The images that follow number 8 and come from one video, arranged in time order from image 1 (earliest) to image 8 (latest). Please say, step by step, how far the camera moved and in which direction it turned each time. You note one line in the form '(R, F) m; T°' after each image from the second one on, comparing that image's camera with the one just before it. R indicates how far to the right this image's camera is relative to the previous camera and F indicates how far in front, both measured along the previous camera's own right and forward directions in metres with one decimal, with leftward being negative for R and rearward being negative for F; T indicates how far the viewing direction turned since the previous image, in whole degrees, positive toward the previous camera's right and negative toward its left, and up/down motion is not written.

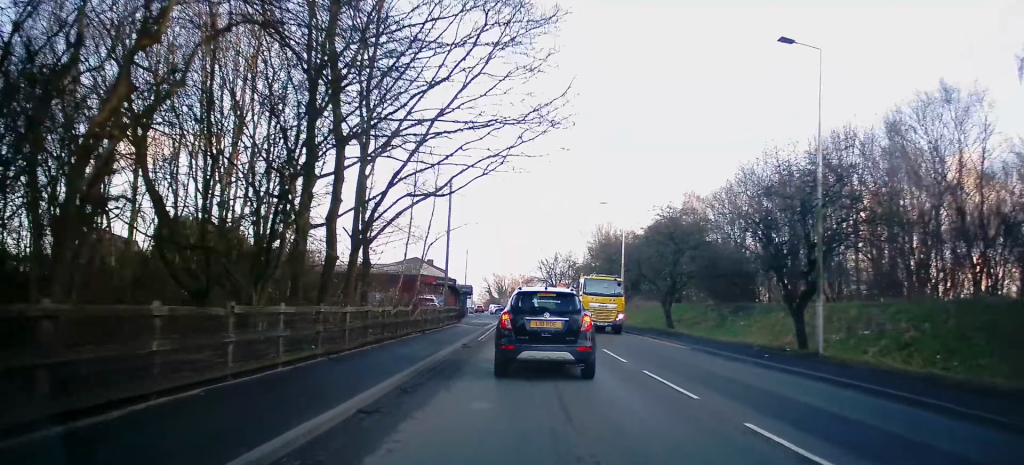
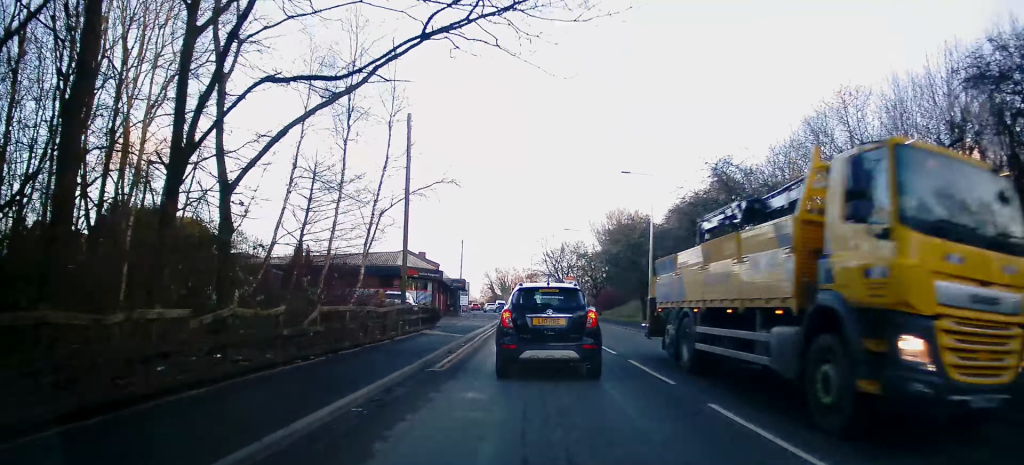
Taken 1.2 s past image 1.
(+0.4, +10.9) m; -1°
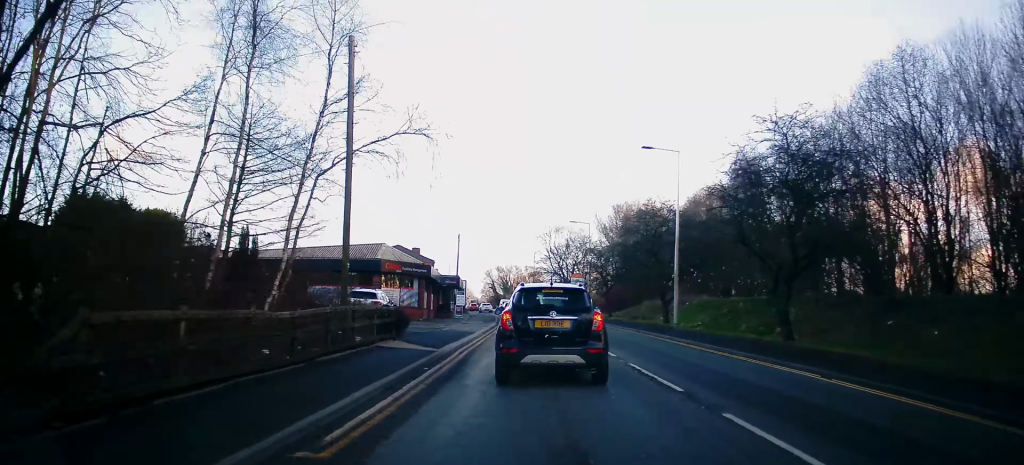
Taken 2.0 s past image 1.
(-0.2, +6.6) m; -3°
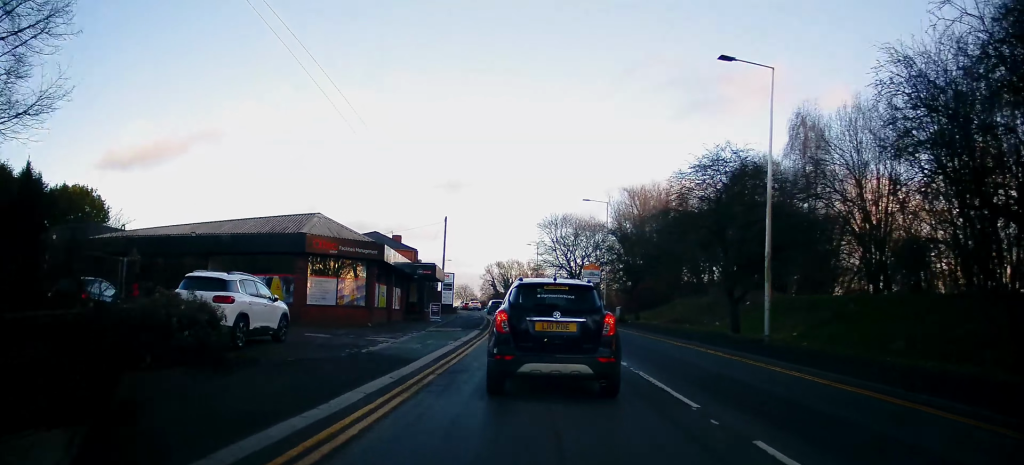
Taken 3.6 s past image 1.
(-0.2, +13.2) m; +1°
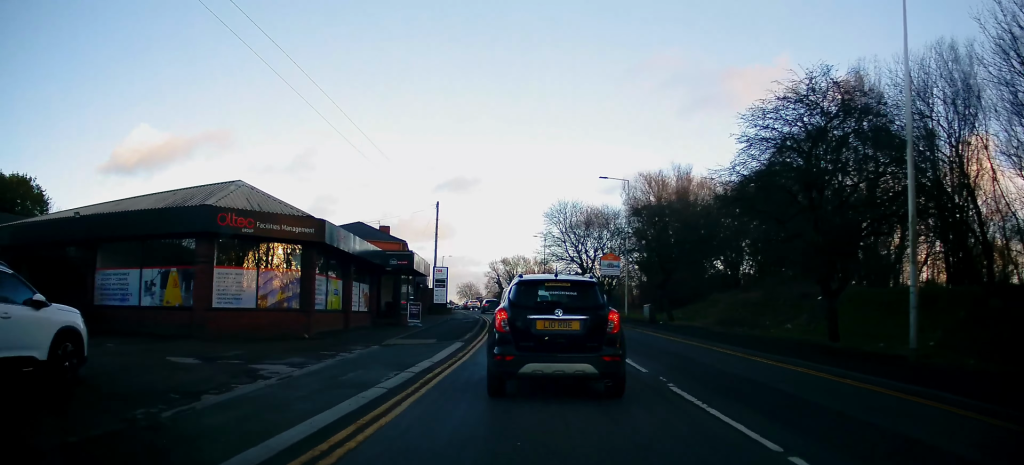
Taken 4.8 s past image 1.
(+0.3, +8.8) m; +1°
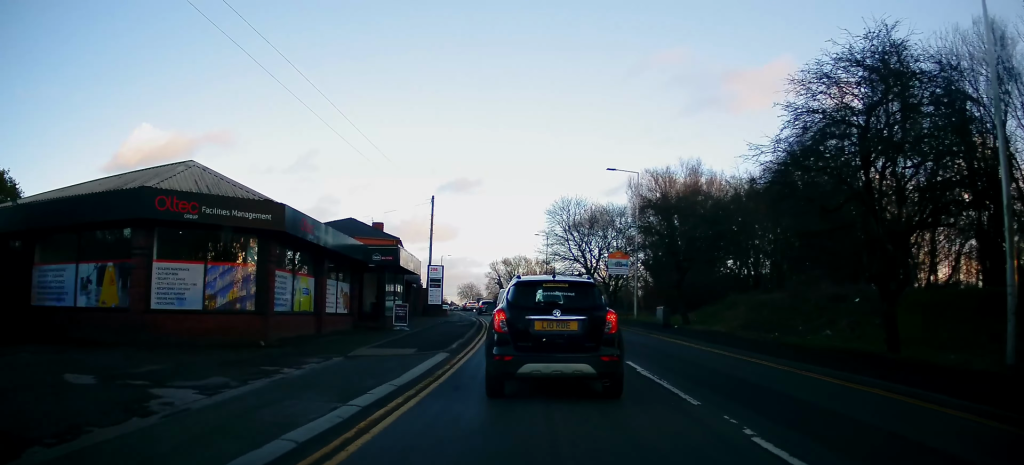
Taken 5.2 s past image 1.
(-0.1, +3.0) m; -1°
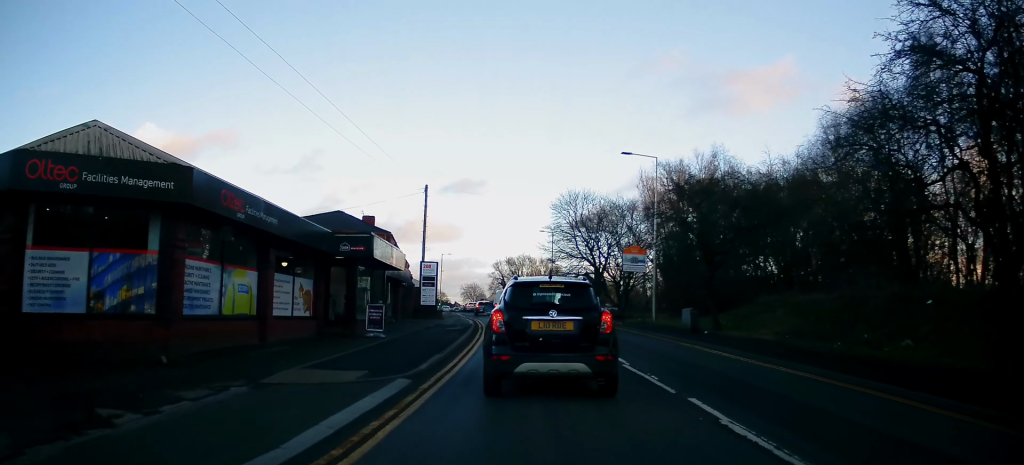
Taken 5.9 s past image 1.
(-0.1, +4.9) m; -1°
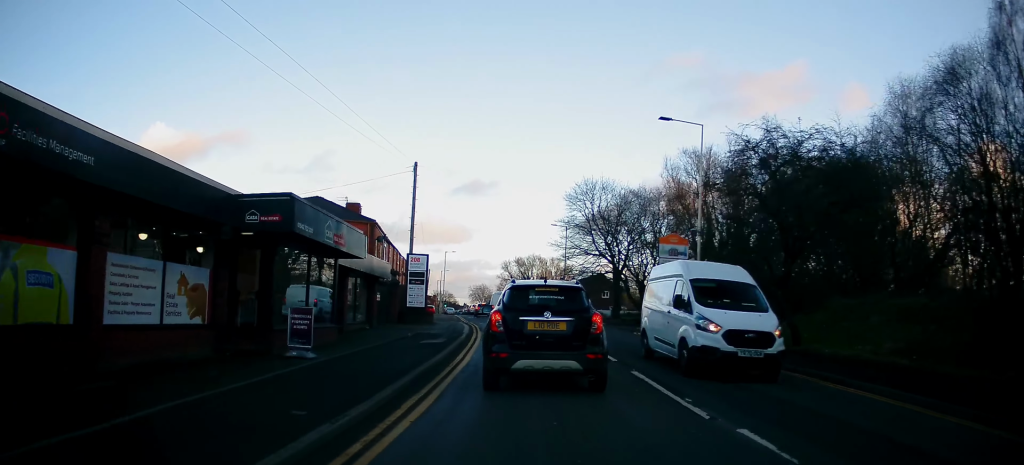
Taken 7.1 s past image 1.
(+0.1, +7.6) m; 0°
